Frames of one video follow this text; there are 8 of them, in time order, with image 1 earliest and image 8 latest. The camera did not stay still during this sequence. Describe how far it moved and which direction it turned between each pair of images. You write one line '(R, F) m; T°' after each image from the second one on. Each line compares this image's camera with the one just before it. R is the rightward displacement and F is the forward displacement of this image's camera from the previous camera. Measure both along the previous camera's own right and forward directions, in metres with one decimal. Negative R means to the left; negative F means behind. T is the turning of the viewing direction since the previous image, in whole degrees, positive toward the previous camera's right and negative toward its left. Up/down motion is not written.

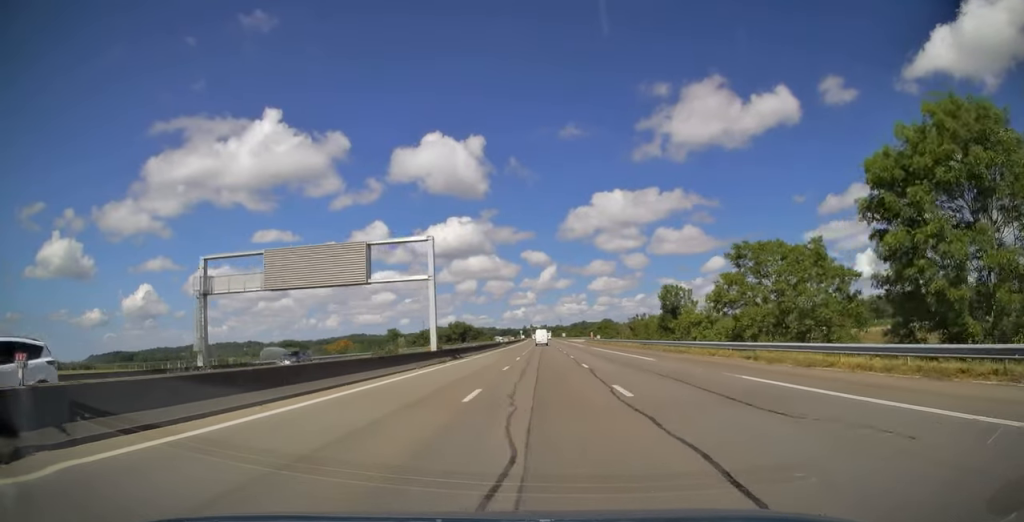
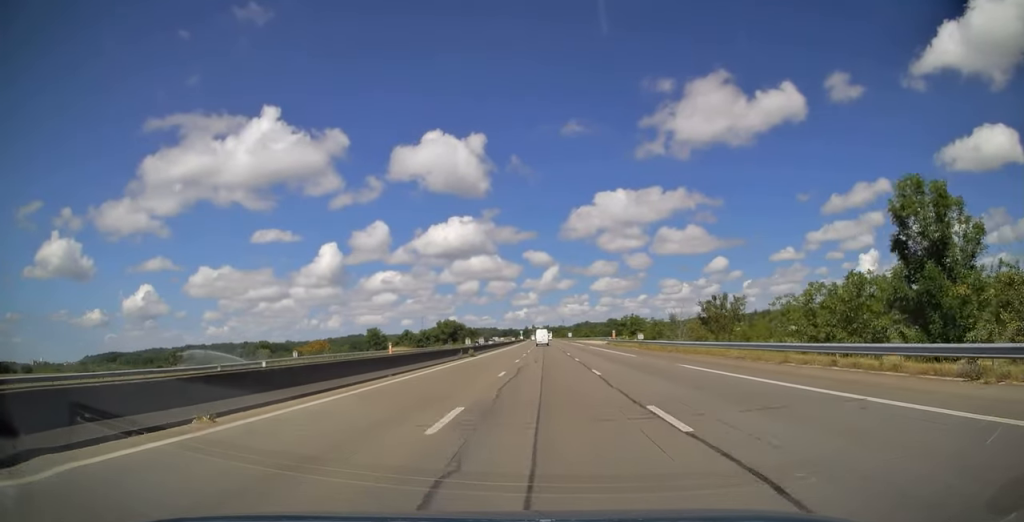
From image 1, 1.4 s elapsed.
(-0.4, +43.1) m; -1°
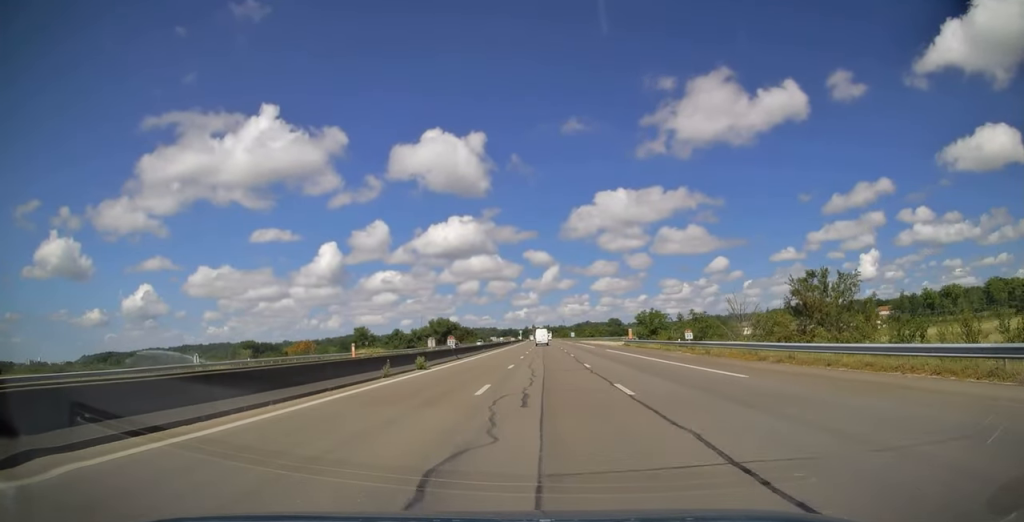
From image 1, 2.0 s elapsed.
(0.0, +20.2) m; 0°
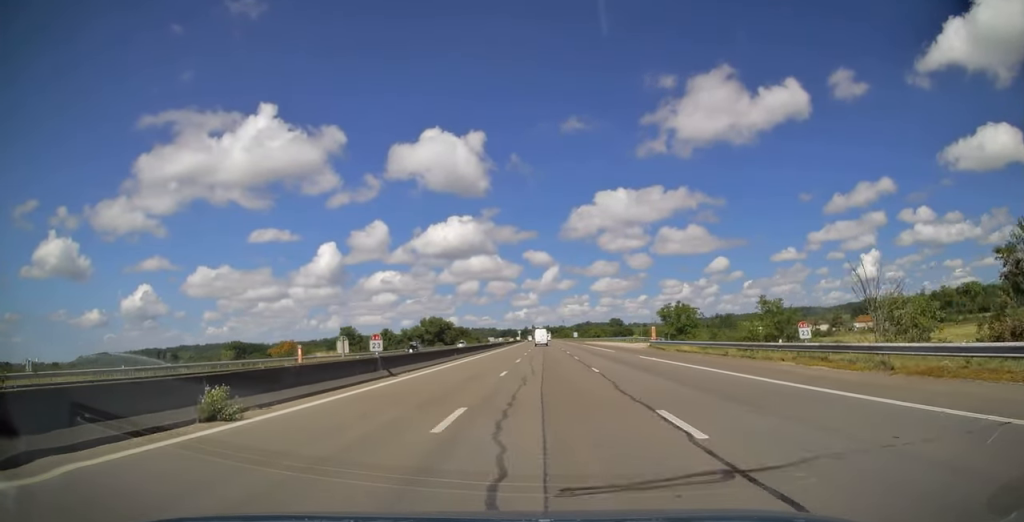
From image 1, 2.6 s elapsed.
(+0.3, +18.6) m; 0°
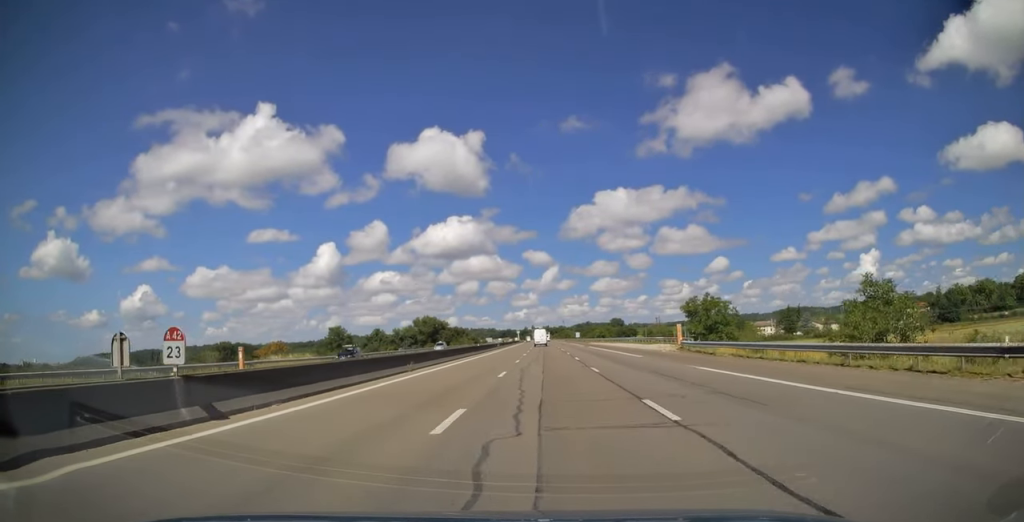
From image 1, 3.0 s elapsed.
(-0.1, +13.3) m; 0°
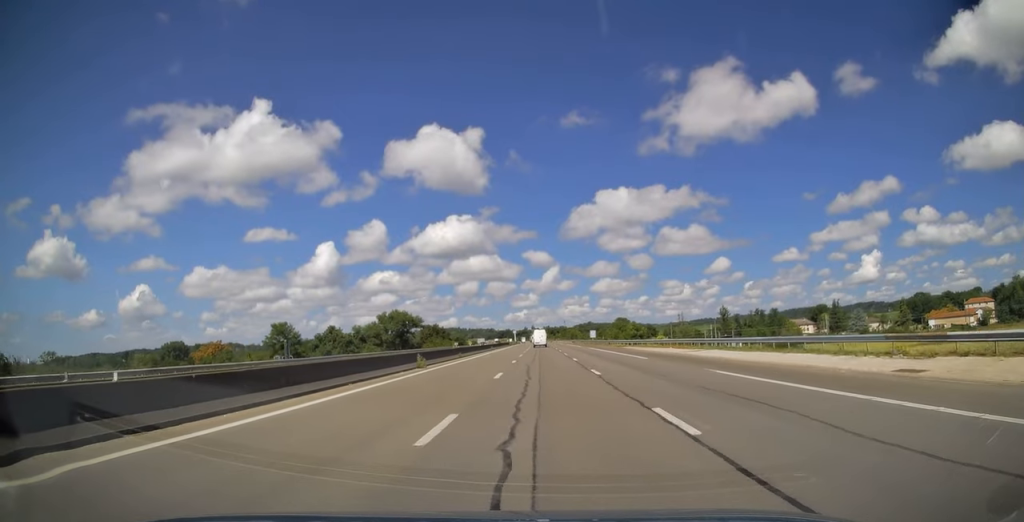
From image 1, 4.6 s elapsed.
(+0.1, +52.7) m; 0°
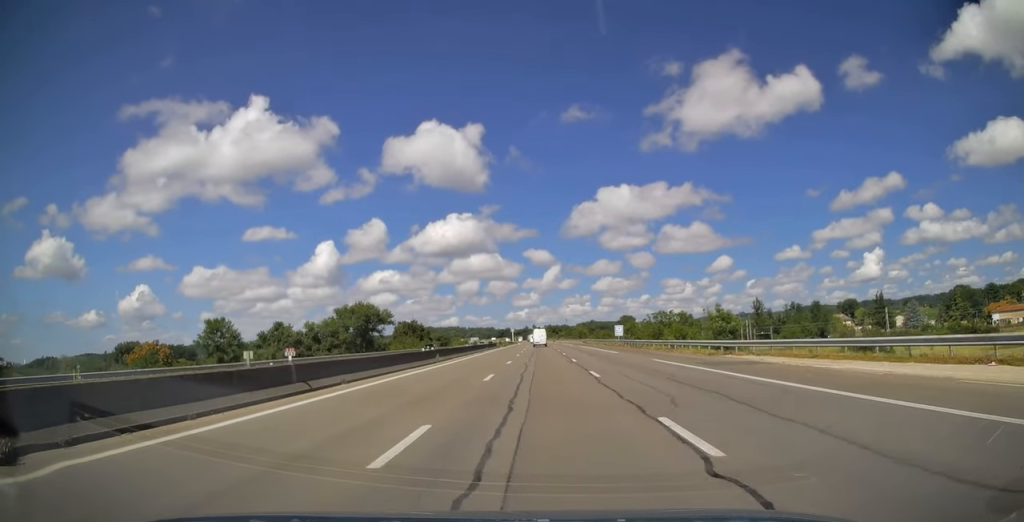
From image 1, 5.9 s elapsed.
(-0.3, +40.5) m; 0°
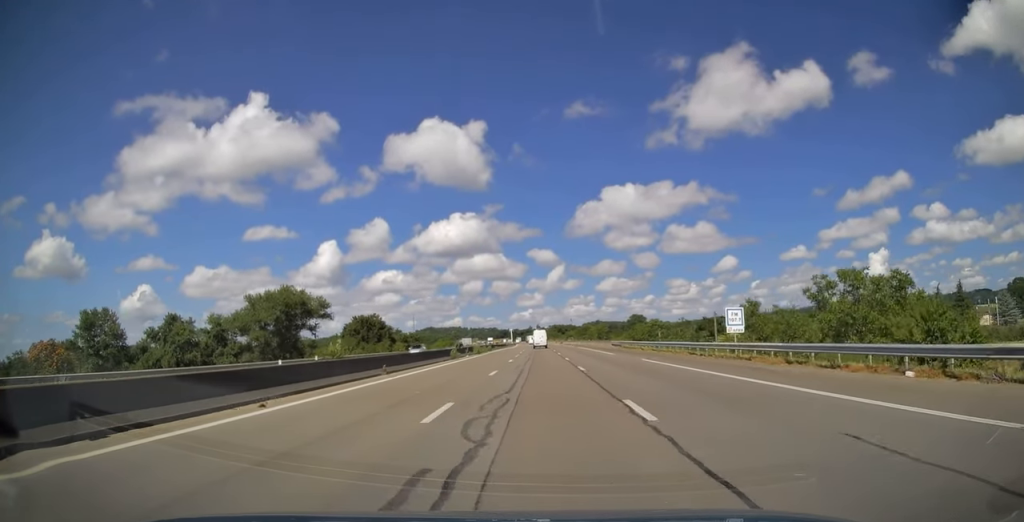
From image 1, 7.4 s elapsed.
(0.0, +48.5) m; -1°
